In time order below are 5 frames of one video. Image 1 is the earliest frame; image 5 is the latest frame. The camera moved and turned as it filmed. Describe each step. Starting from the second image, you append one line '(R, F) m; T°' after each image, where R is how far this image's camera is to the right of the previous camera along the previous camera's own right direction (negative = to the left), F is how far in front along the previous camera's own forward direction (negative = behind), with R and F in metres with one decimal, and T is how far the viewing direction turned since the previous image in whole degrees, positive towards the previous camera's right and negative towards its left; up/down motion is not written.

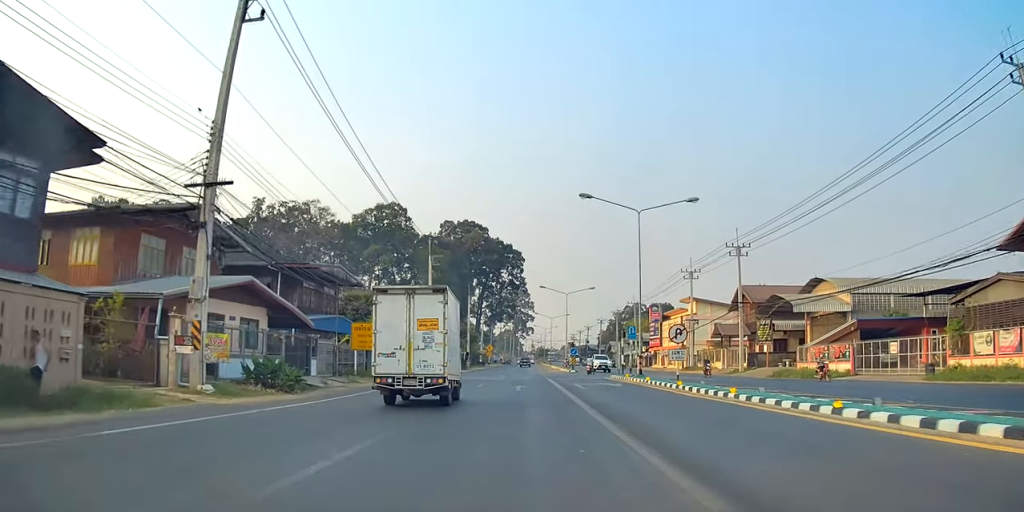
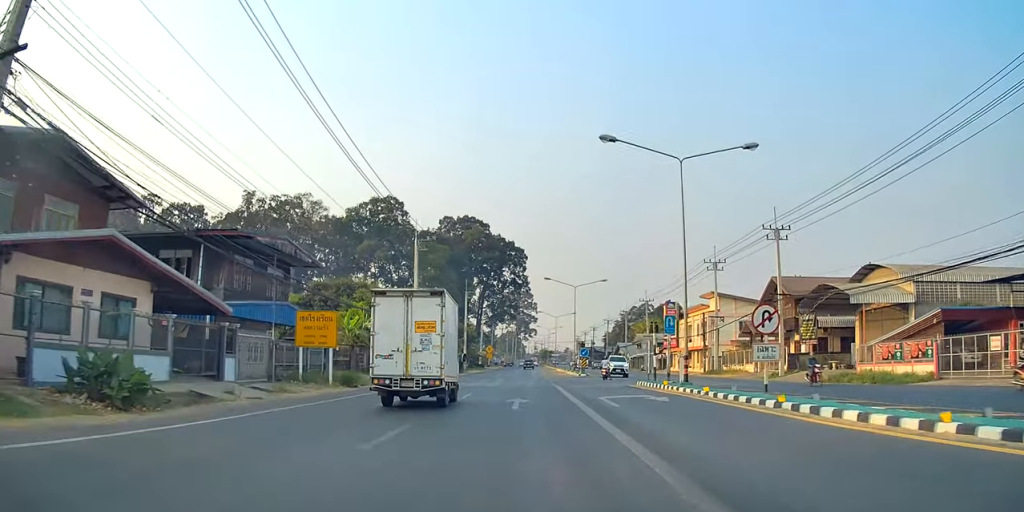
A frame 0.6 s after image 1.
(0.0, +8.9) m; 0°
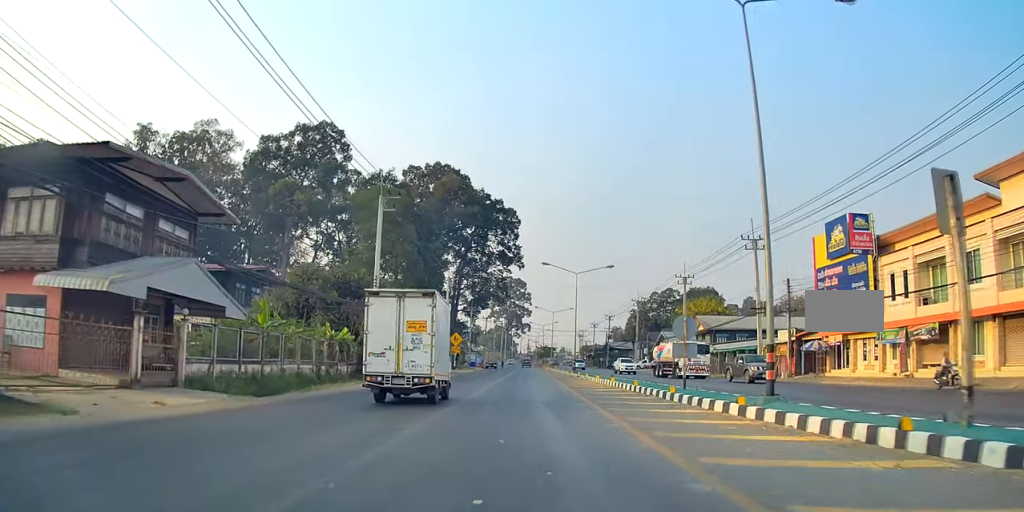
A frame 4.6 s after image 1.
(-0.3, +53.8) m; -3°
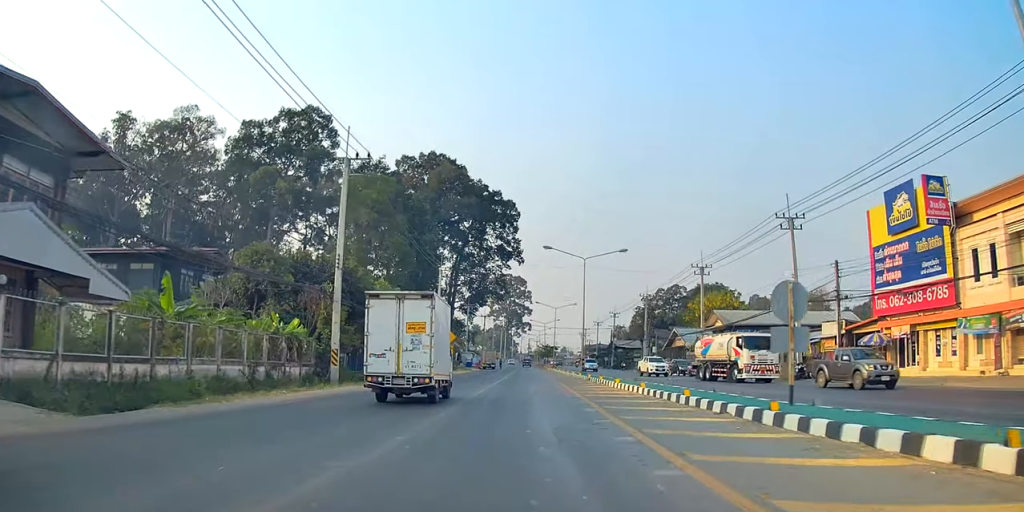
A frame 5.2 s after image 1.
(-0.2, +8.1) m; -1°
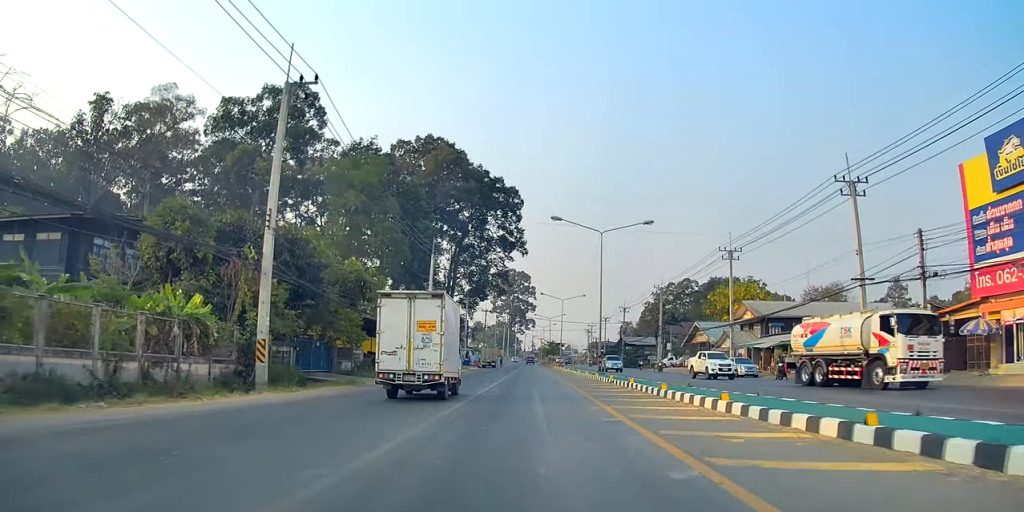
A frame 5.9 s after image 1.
(-0.5, +9.6) m; +1°
